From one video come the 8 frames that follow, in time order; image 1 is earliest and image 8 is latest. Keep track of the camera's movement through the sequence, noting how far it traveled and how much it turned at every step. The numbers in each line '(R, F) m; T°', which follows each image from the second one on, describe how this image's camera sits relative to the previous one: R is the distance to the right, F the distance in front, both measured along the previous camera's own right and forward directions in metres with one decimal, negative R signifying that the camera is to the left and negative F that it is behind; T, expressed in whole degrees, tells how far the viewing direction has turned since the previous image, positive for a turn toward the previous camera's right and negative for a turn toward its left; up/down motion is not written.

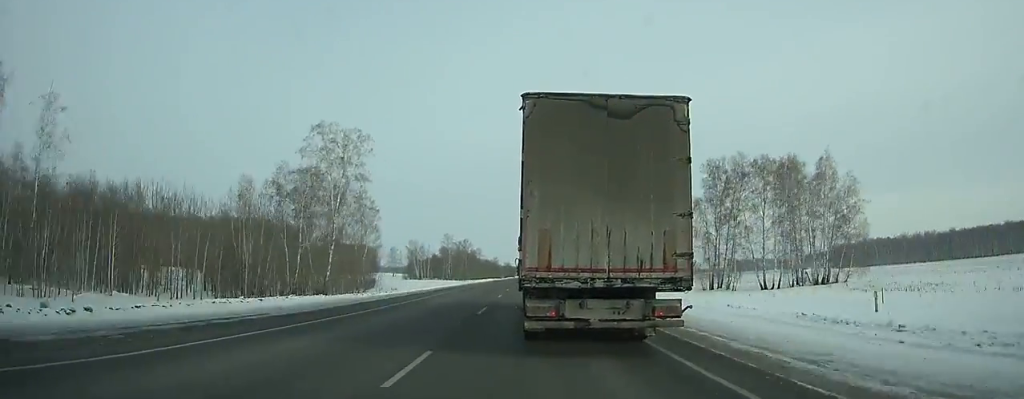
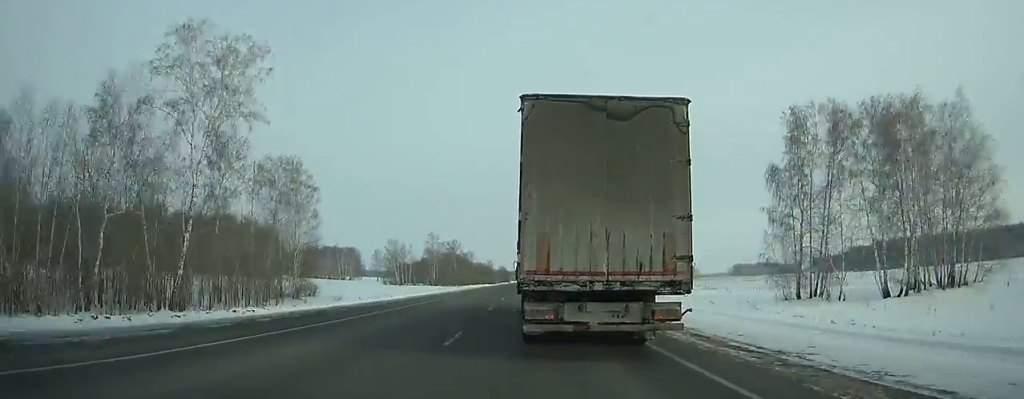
(-0.1, +31.1) m; 0°
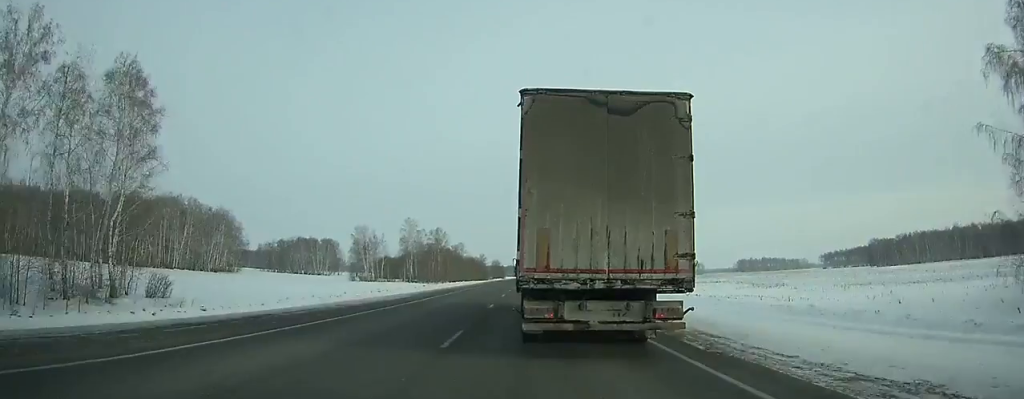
(+0.1, +37.7) m; 0°
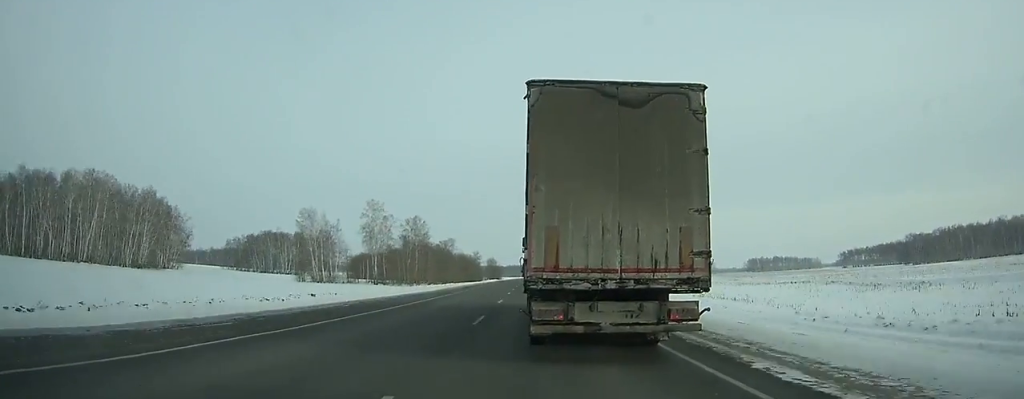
(0.0, +42.1) m; +1°
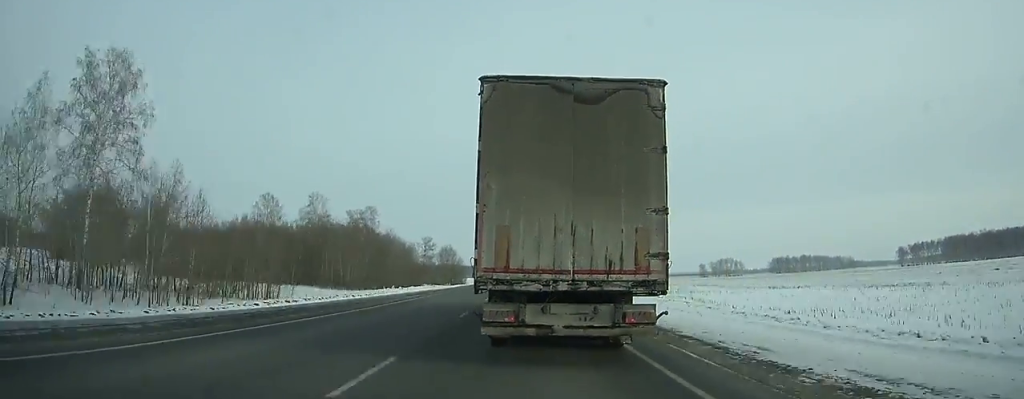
(+2.1, +129.2) m; +1°
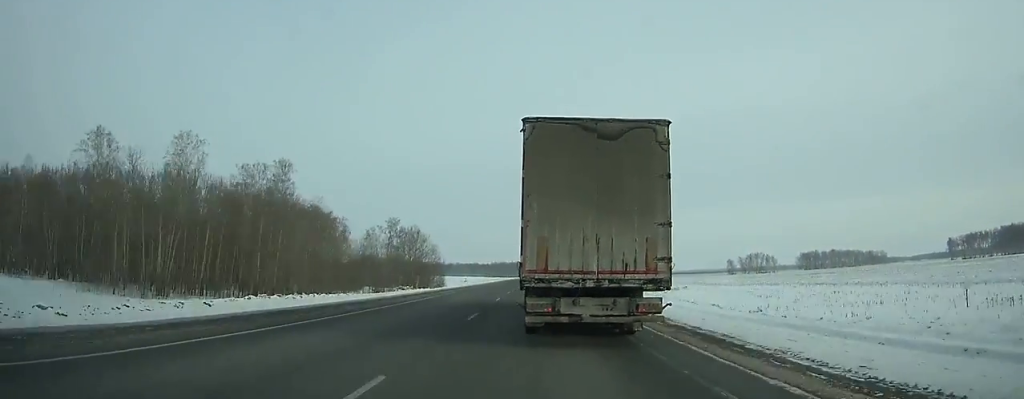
(-0.3, +63.0) m; 0°
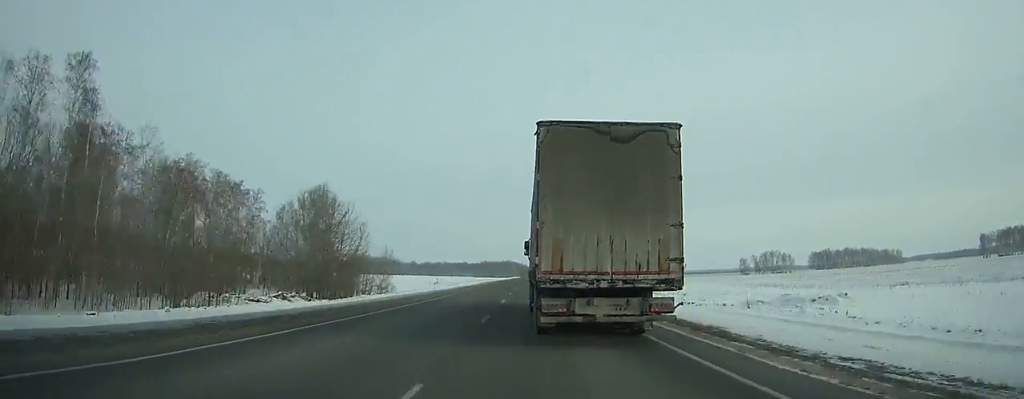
(+0.1, +48.1) m; 0°
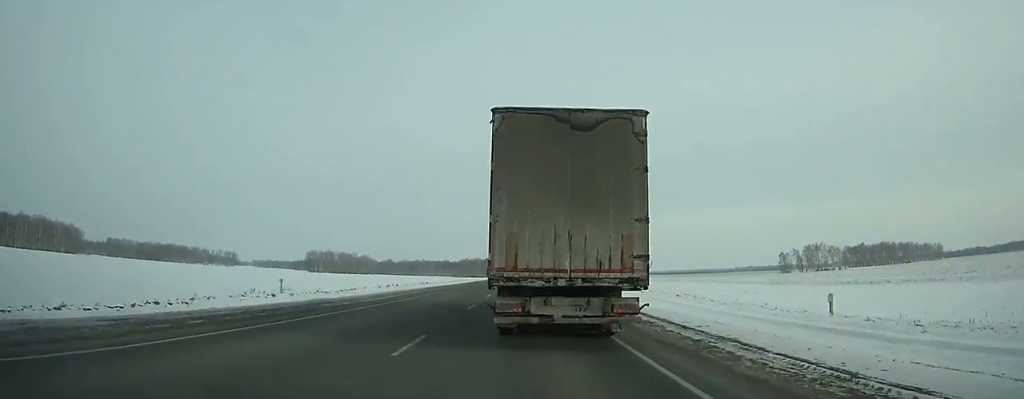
(+0.7, +90.7) m; 0°
